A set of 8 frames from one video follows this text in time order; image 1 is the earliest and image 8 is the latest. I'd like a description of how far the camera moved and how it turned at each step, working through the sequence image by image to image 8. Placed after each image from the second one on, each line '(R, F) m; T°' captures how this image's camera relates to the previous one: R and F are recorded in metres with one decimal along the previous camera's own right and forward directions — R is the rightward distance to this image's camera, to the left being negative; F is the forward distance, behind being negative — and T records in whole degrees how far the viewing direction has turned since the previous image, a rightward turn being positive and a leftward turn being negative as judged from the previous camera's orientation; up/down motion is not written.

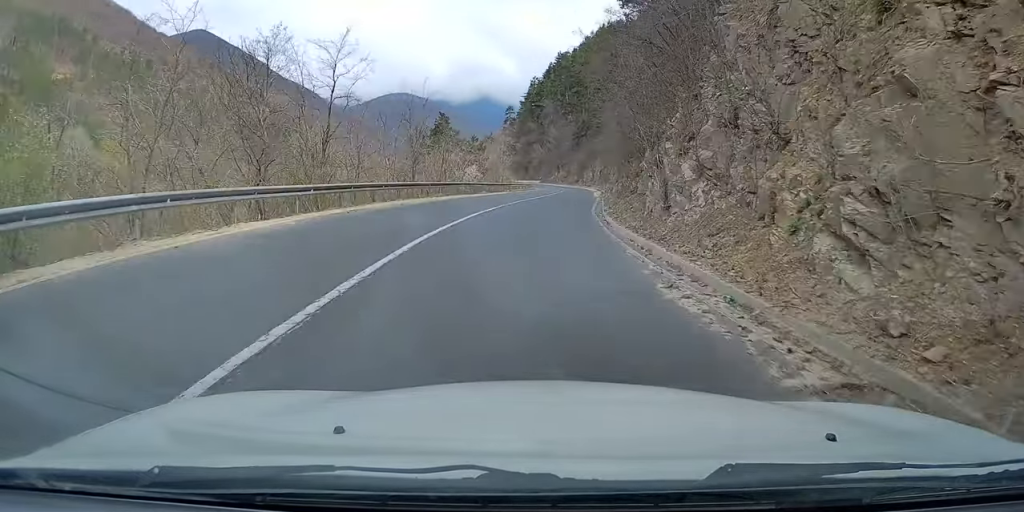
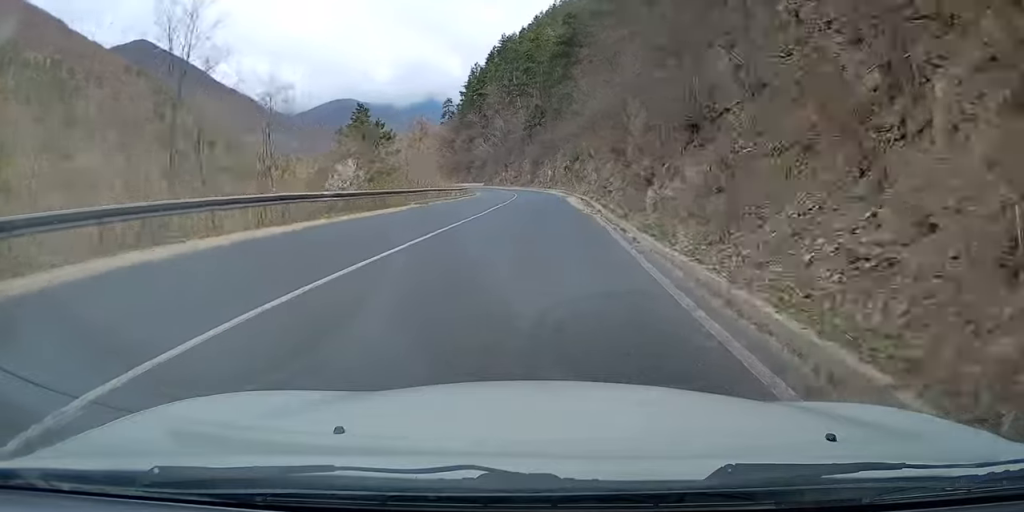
(+0.8, +32.4) m; +2°
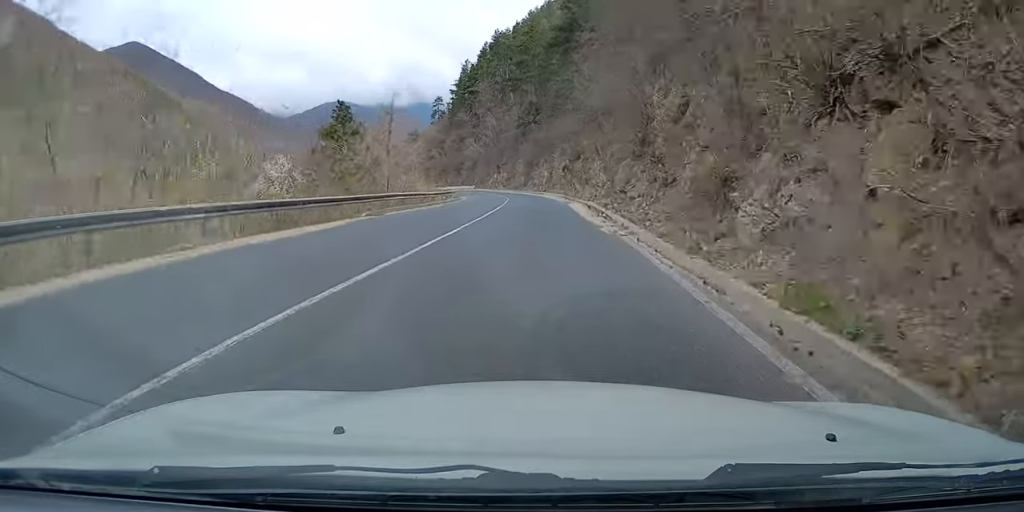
(0.0, +10.7) m; 0°
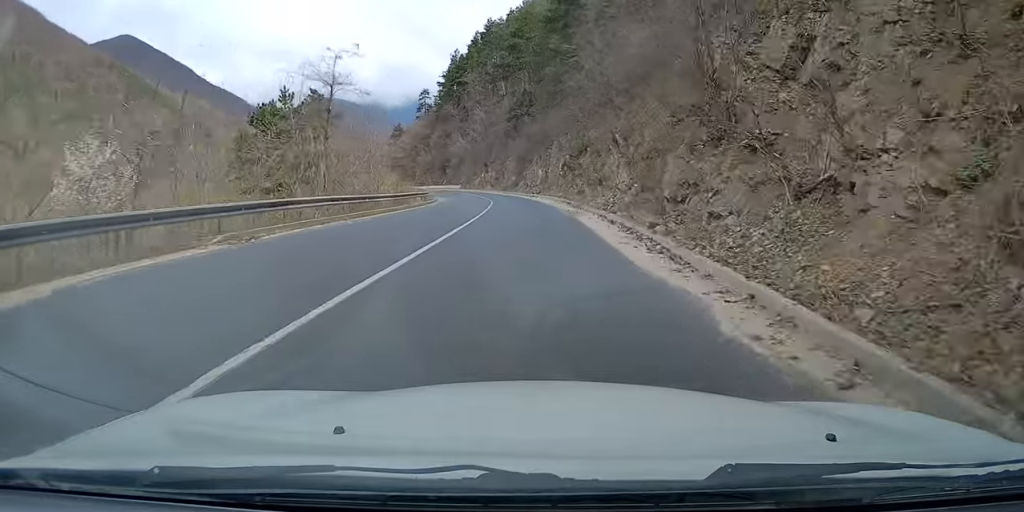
(0.0, +13.4) m; -1°
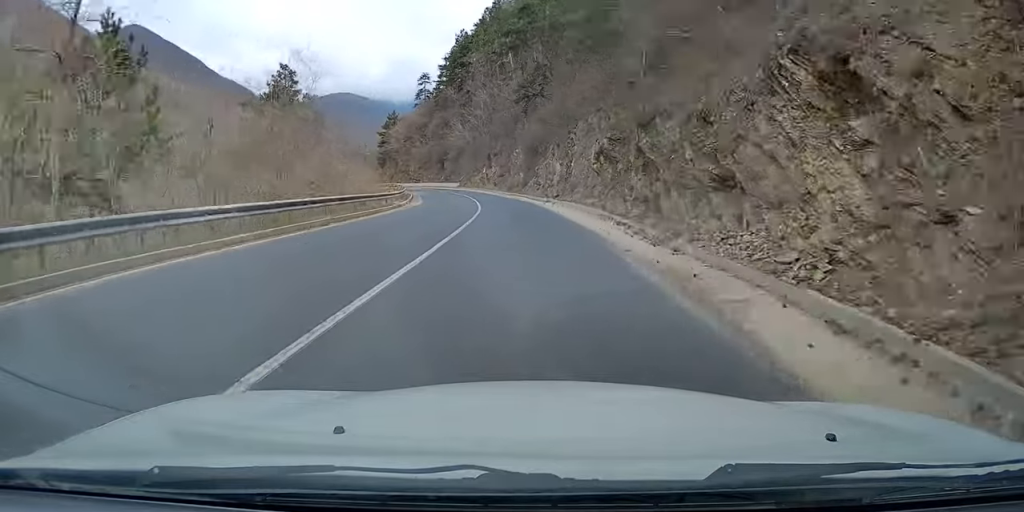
(-0.2, +21.2) m; -3°
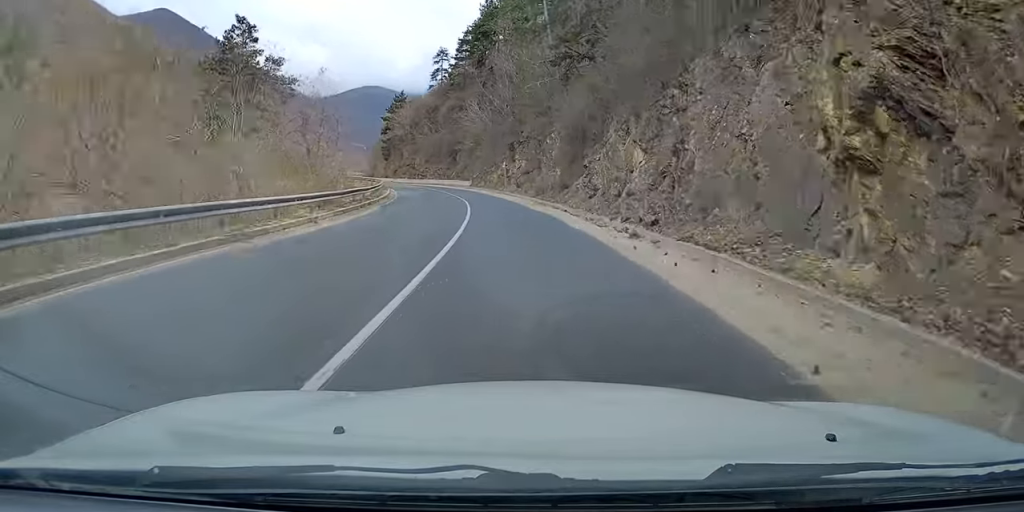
(-1.1, +24.6) m; -6°
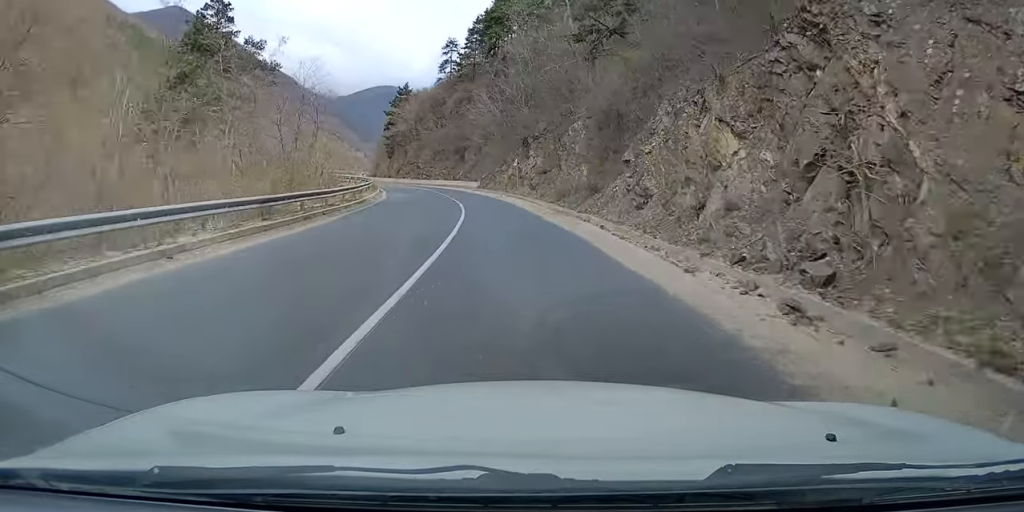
(-0.1, +9.2) m; -3°
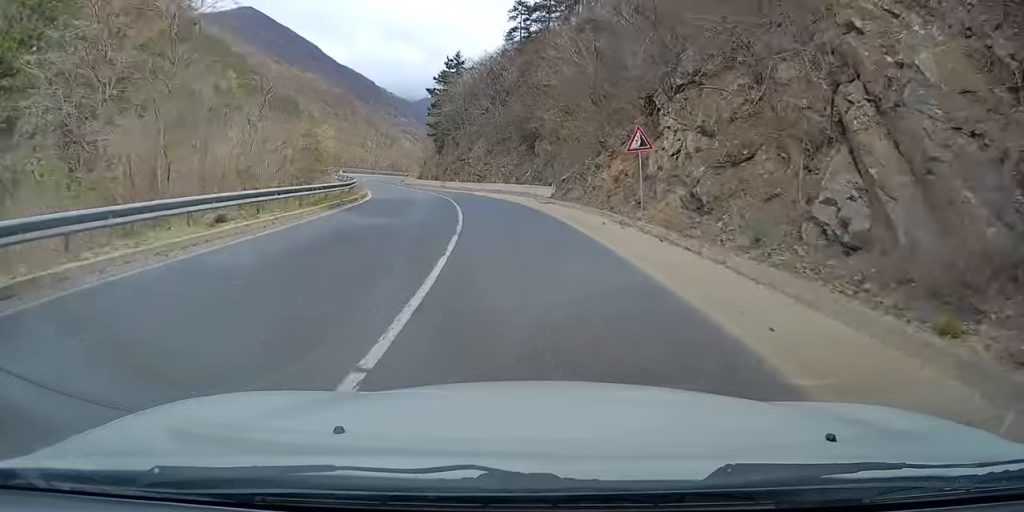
(-1.8, +26.6) m; -7°
